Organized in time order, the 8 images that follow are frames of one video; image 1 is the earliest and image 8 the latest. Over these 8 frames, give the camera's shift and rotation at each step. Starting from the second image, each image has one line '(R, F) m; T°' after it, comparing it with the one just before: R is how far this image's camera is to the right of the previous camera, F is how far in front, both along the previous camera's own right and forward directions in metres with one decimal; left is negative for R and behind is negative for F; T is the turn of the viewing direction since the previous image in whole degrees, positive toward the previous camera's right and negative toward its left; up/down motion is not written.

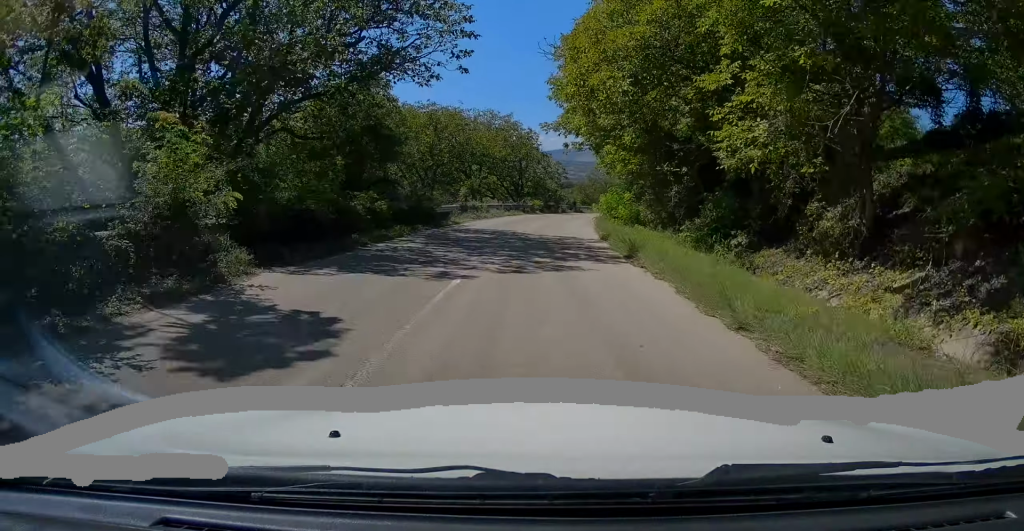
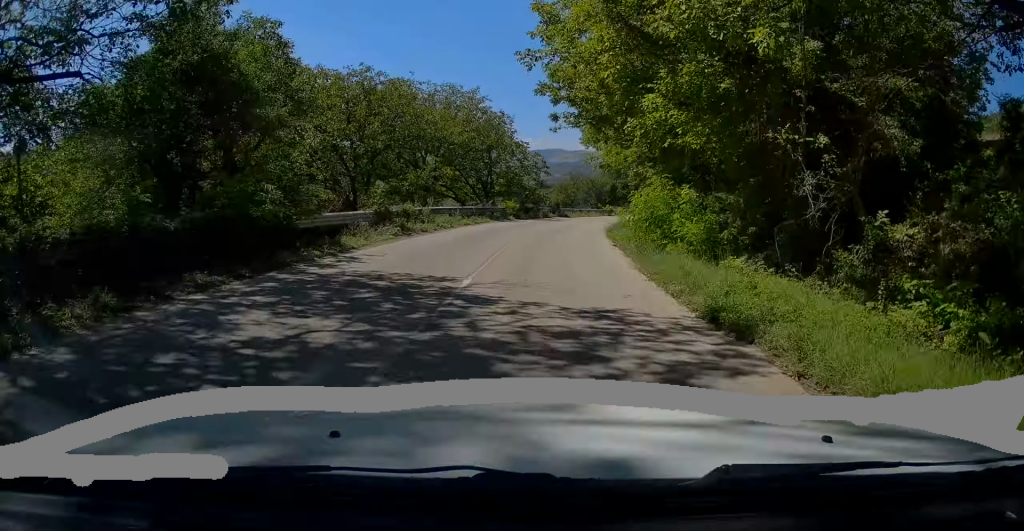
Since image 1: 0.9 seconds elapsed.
(+0.1, +13.3) m; +3°
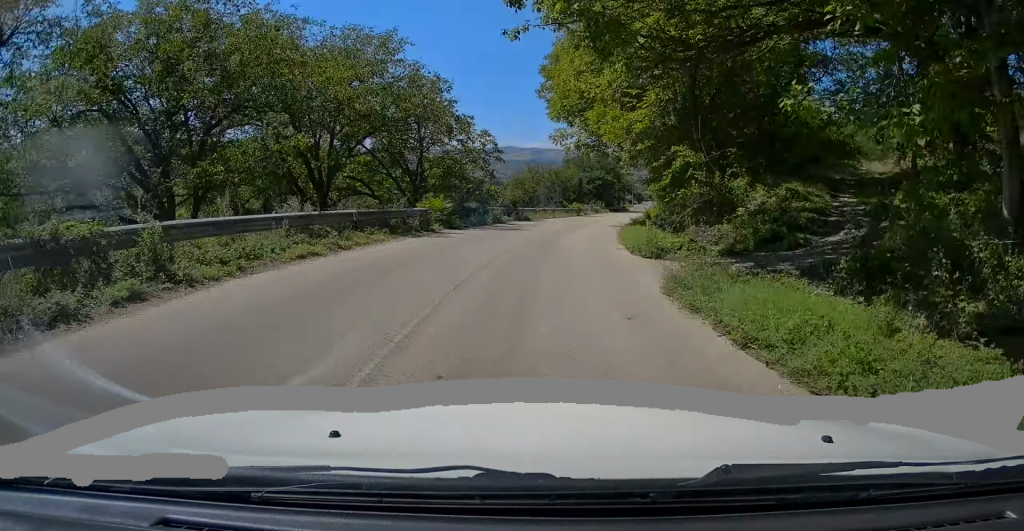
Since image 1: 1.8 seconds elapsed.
(+0.6, +14.8) m; +3°
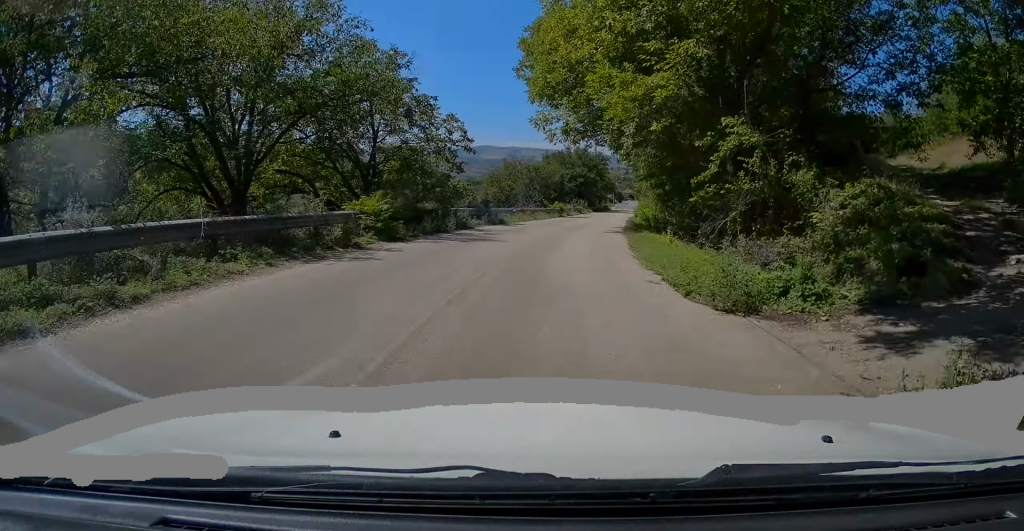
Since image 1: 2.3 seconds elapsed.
(+0.1, +6.6) m; +2°
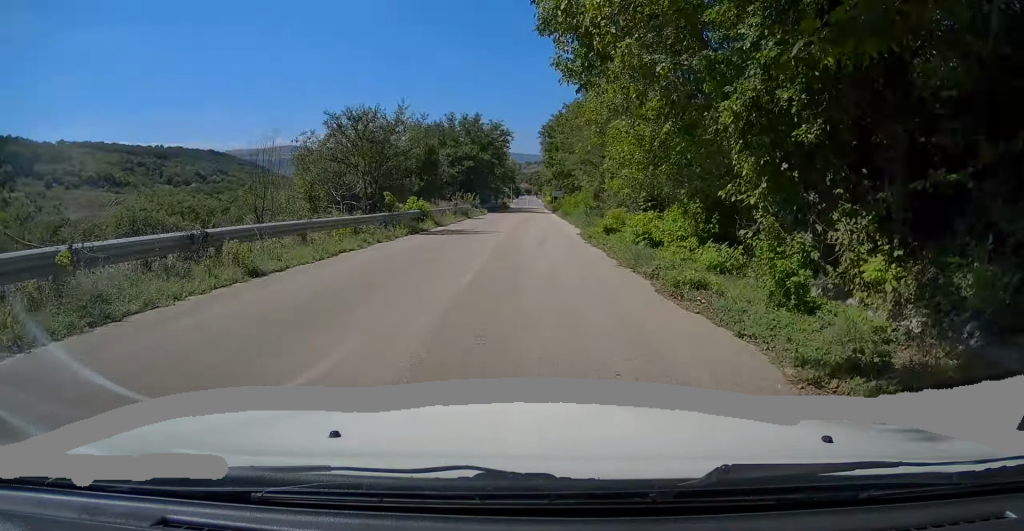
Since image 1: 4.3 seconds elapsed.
(+1.9, +30.5) m; +8°
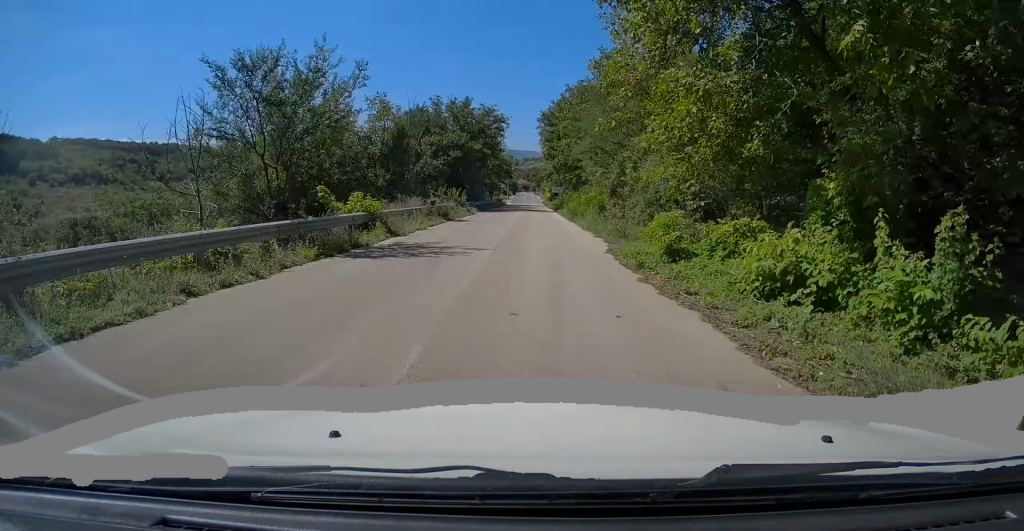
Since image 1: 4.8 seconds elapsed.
(+0.2, +8.6) m; +1°
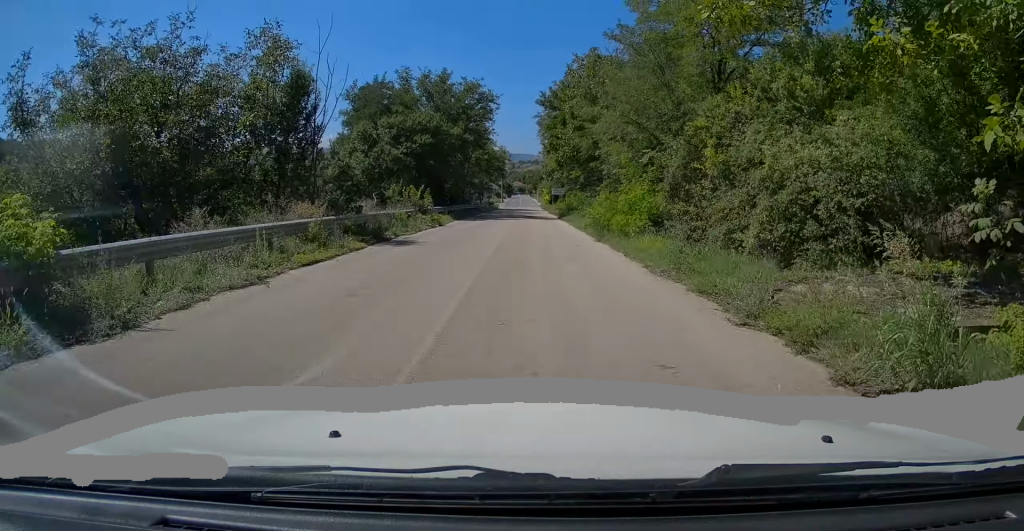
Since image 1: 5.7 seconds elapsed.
(+0.1, +13.3) m; +1°
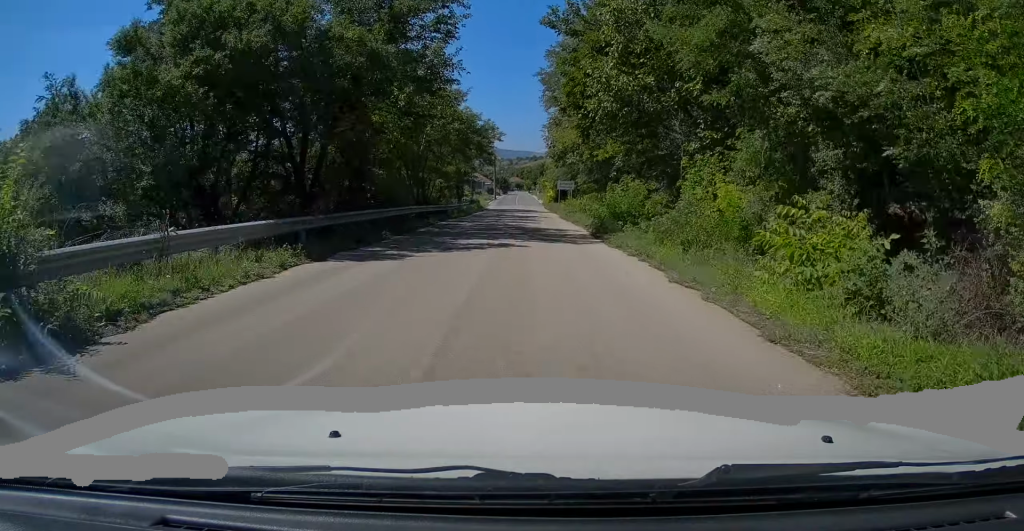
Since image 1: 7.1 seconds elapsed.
(0.0, +22.1) m; 0°
